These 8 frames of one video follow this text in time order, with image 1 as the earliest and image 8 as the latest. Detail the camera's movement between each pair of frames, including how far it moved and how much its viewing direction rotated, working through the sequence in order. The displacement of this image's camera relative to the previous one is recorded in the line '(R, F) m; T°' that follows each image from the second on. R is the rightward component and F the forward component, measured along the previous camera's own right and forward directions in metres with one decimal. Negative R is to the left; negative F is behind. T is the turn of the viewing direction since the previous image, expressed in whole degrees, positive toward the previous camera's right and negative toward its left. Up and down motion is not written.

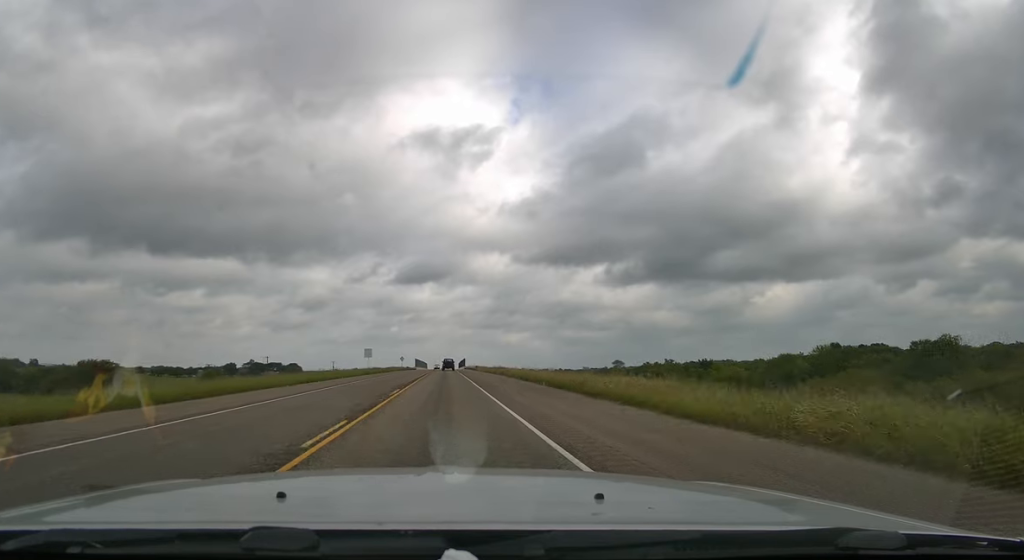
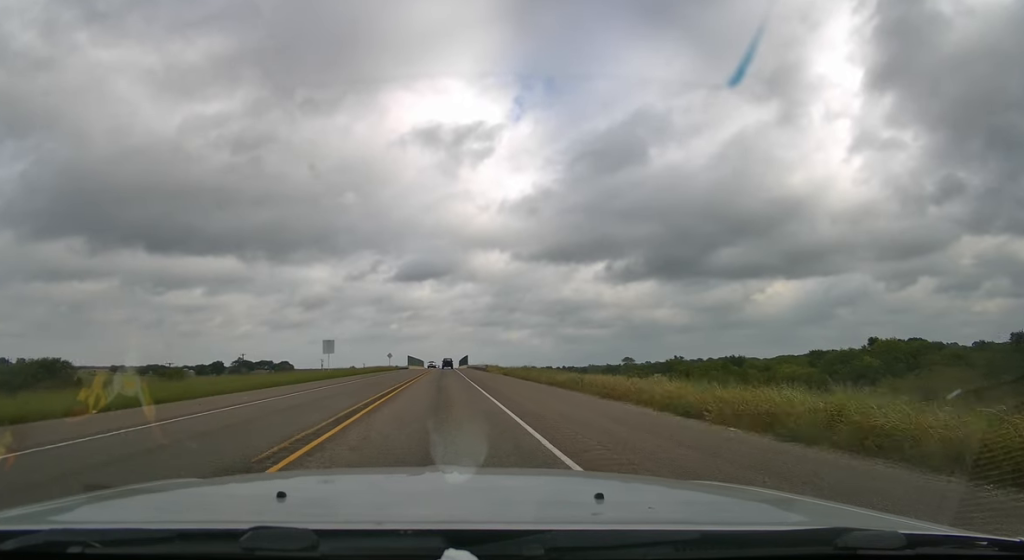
(-0.1, +23.4) m; 0°
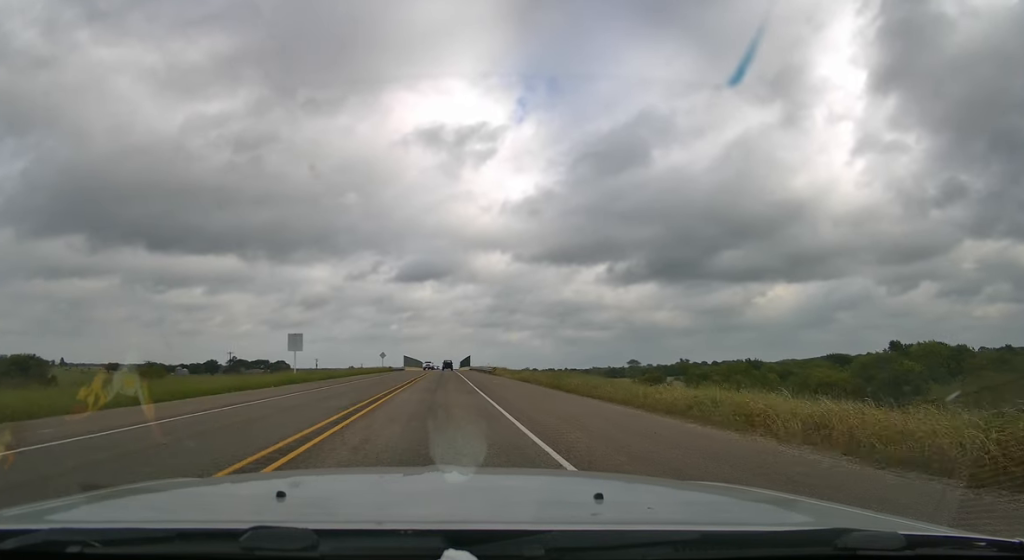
(0.0, +10.9) m; 0°
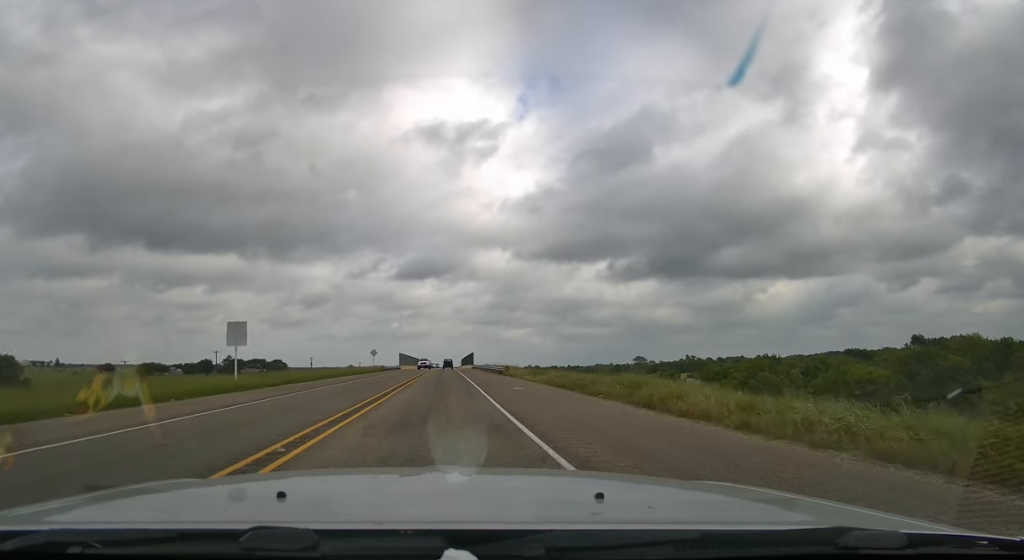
(0.0, +10.9) m; 0°
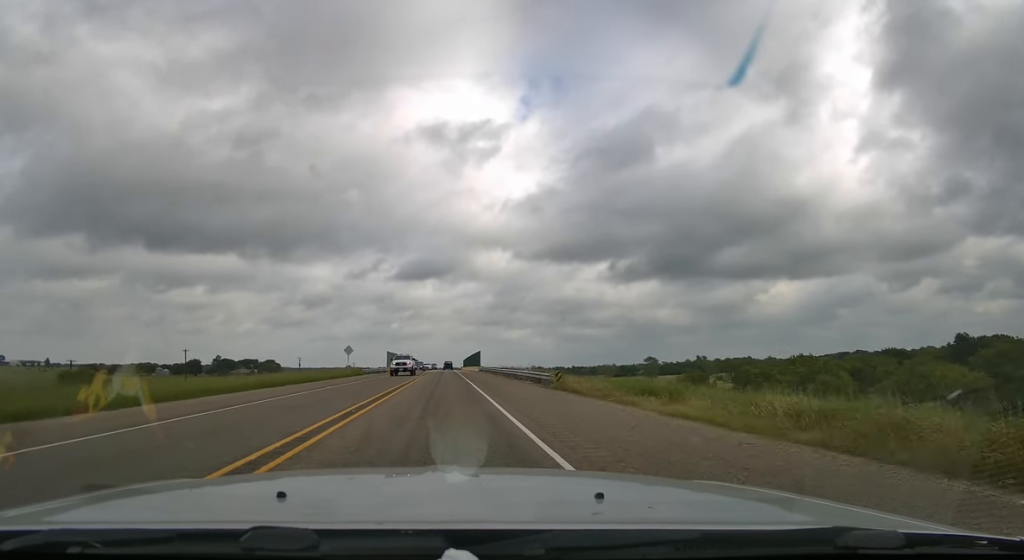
(0.0, +19.3) m; 0°
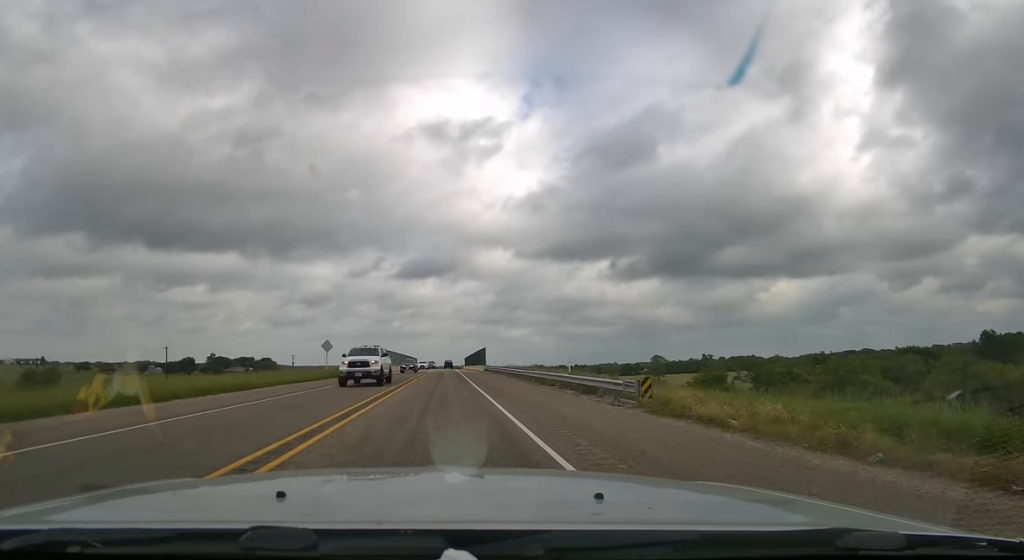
(0.0, +10.0) m; 0°
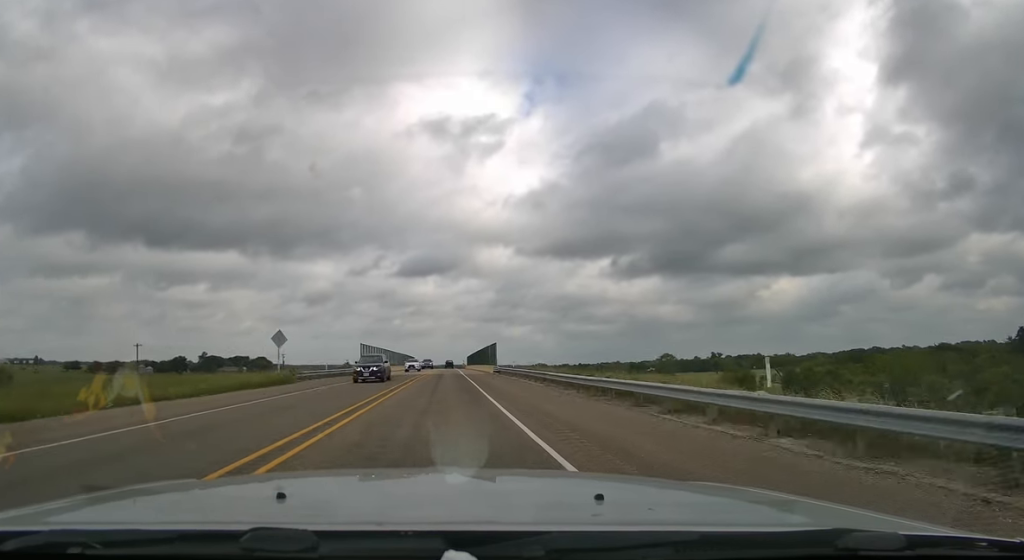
(0.0, +13.4) m; 0°
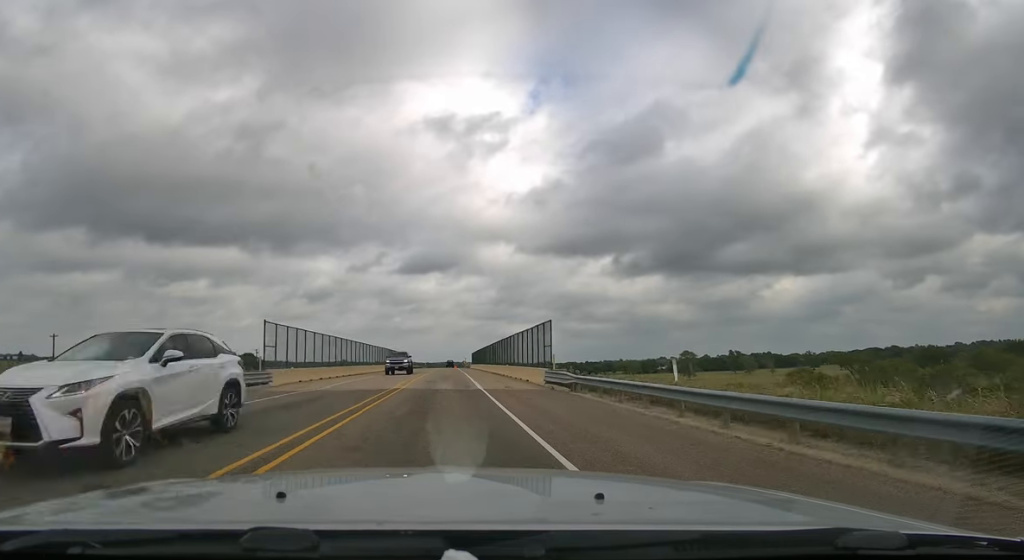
(0.0, +27.3) m; 0°
